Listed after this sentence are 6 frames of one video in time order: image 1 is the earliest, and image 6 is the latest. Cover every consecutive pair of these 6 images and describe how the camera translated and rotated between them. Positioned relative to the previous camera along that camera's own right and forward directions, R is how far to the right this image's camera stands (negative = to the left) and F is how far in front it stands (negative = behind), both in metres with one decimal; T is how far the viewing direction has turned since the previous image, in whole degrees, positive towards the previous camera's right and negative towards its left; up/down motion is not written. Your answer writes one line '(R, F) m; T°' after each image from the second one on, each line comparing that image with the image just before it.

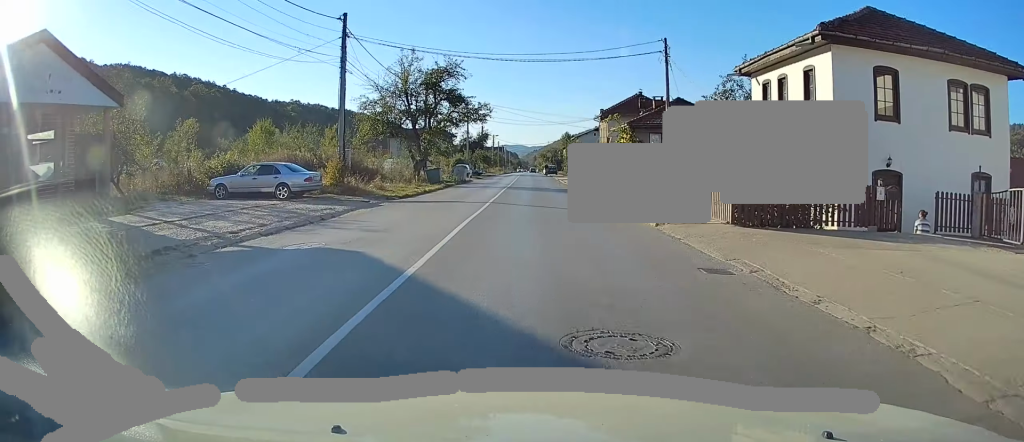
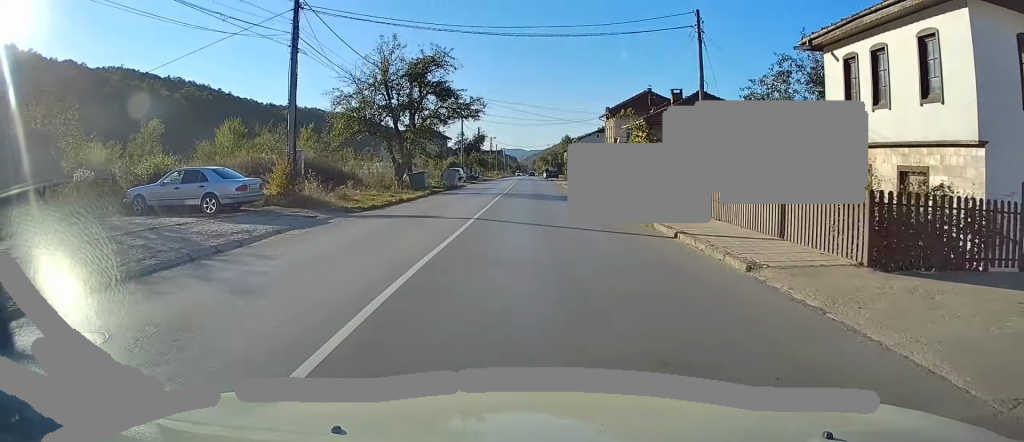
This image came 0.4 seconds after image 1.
(0.0, +6.0) m; 0°
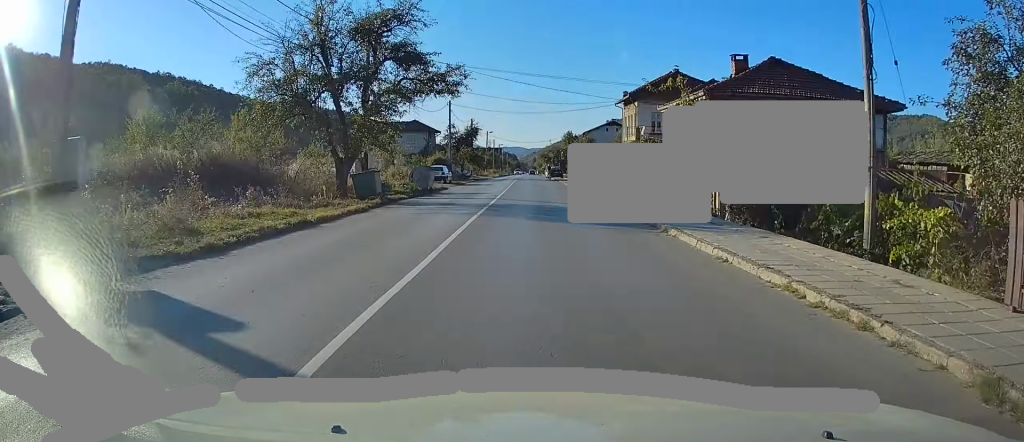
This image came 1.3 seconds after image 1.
(0.0, +12.1) m; 0°
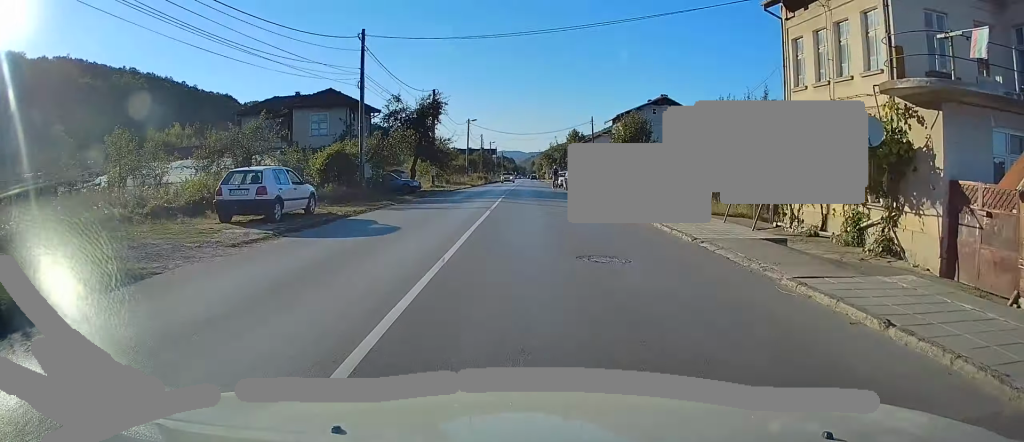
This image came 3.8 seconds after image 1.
(+0.5, +34.3) m; +1°
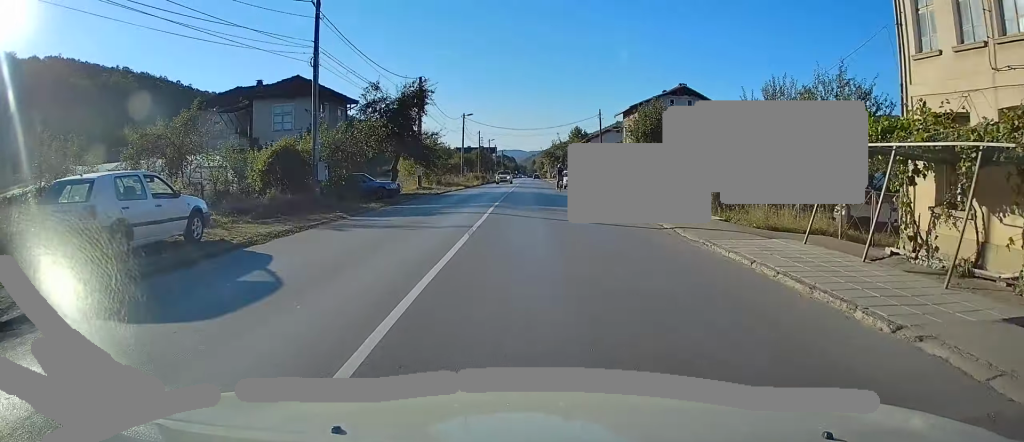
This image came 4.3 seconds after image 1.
(0.0, +6.9) m; 0°
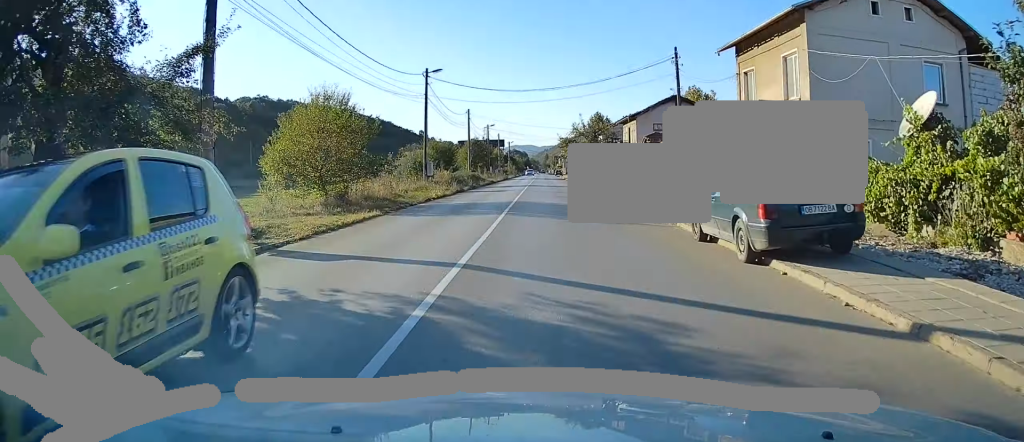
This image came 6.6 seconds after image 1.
(-0.3, +31.6) m; -1°
